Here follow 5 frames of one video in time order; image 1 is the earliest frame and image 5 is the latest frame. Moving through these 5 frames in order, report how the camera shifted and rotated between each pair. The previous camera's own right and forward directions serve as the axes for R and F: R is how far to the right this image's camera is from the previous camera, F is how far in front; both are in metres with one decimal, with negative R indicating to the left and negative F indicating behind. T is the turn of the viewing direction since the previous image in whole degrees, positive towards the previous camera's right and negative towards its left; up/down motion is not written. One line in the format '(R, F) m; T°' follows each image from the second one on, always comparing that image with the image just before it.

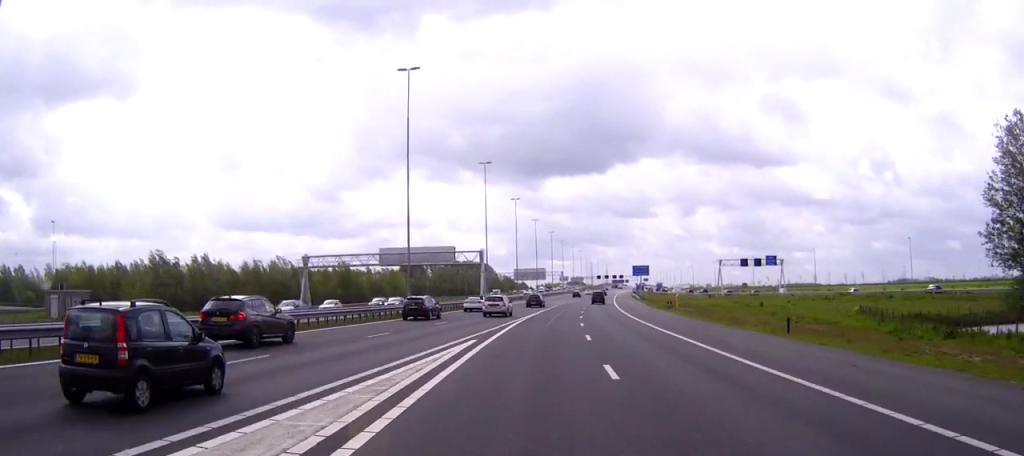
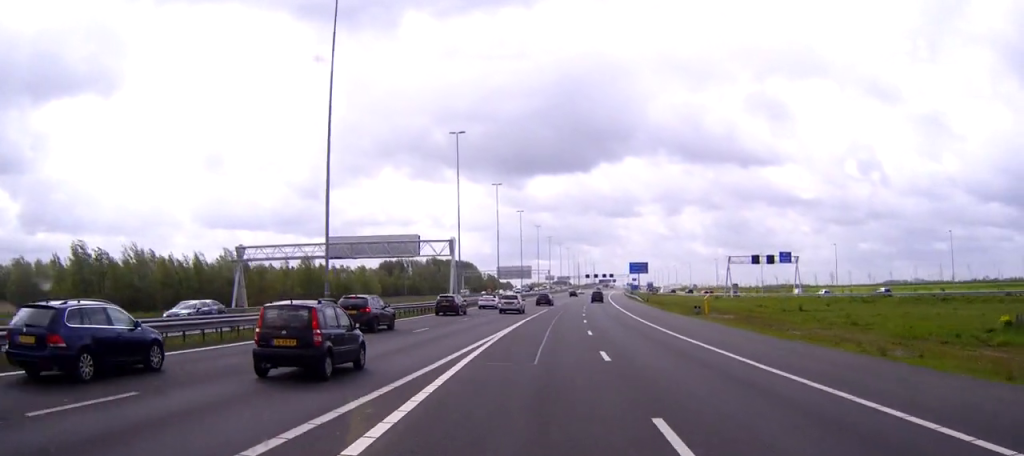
(+0.2, +18.7) m; +1°
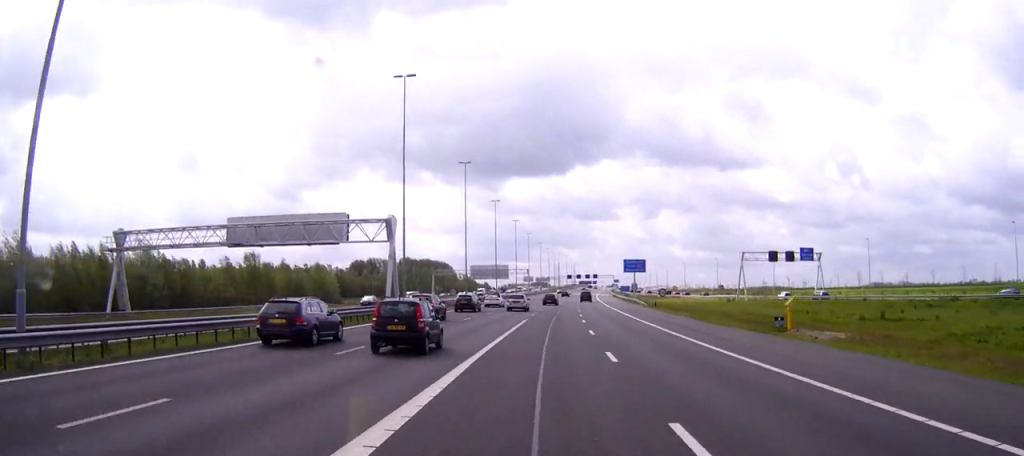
(+0.2, +22.0) m; +1°
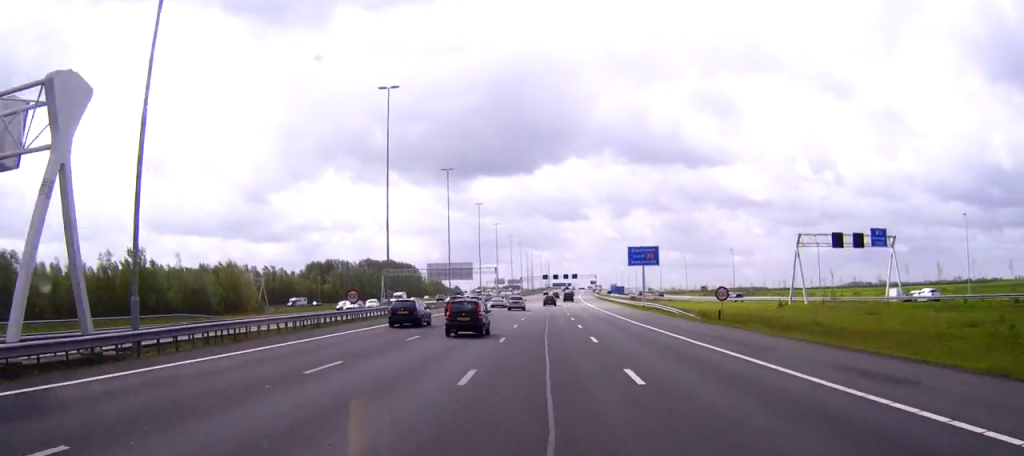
(+0.5, +33.3) m; +1°
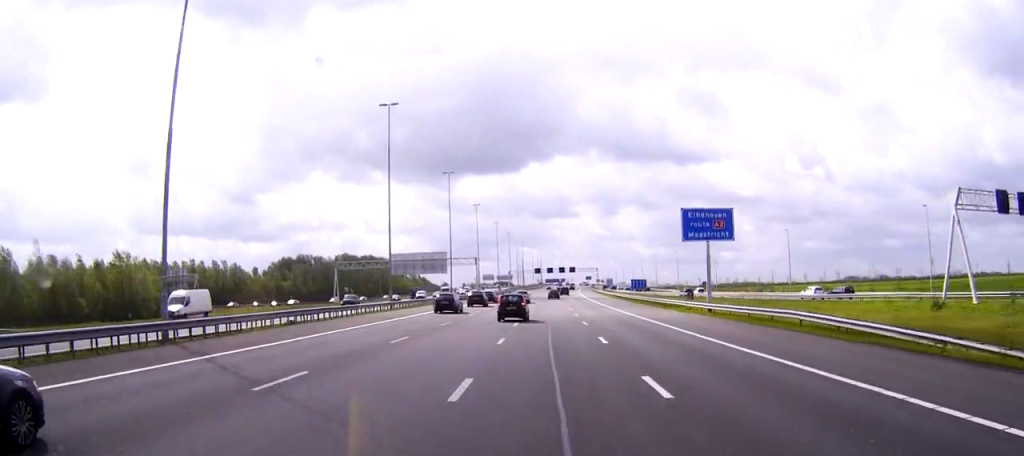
(+0.2, +32.8) m; +1°
